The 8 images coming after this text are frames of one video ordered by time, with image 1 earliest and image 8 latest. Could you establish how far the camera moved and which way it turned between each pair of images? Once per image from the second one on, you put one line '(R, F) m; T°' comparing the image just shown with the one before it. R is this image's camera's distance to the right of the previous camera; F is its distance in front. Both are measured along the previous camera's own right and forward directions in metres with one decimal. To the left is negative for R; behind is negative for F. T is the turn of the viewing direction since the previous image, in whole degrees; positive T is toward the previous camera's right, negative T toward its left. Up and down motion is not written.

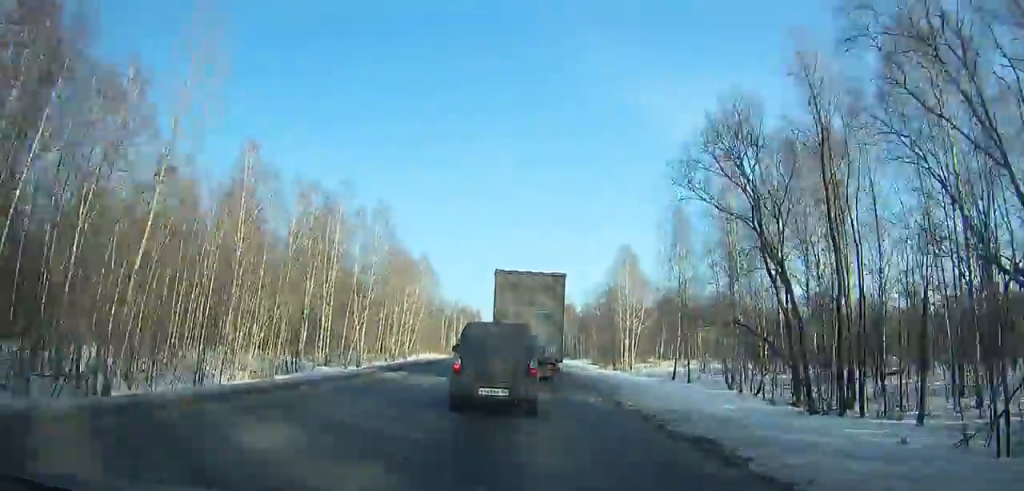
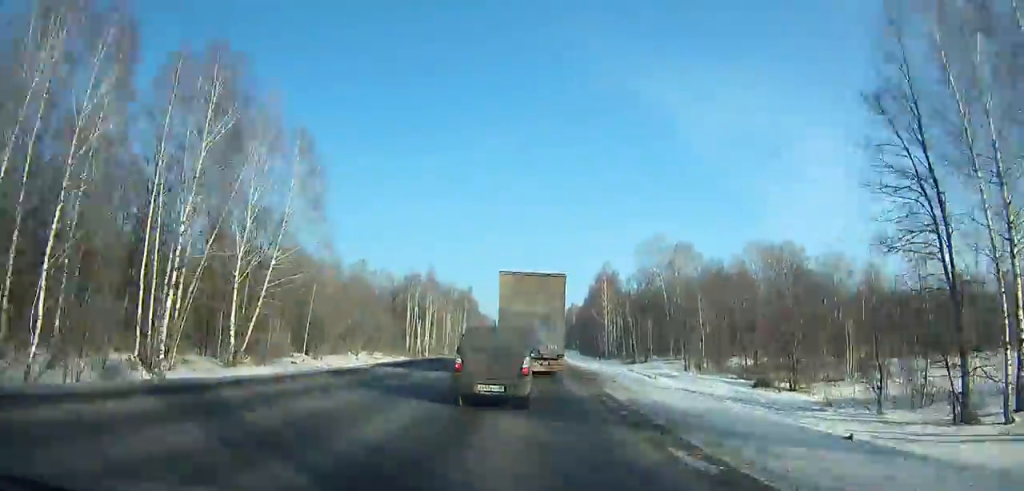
(-0.8, +78.9) m; -1°
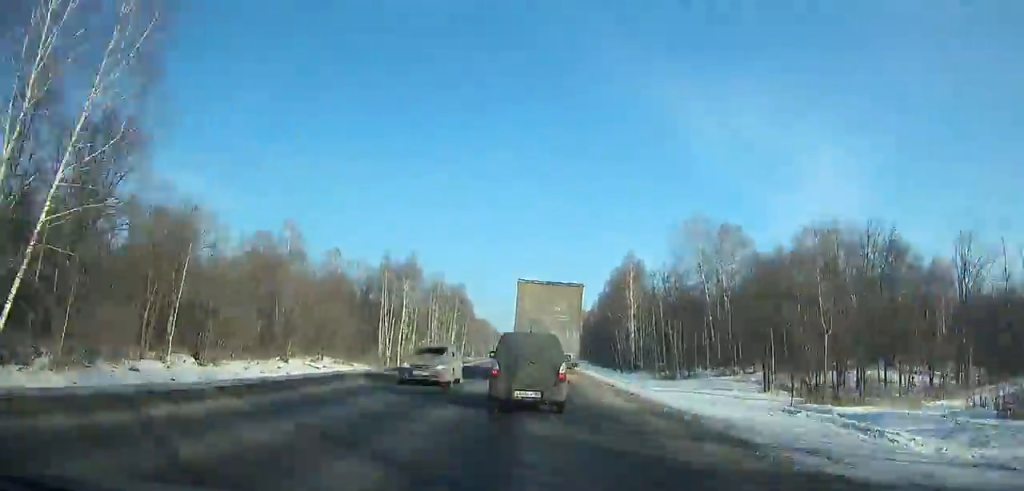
(-0.2, +26.3) m; 0°
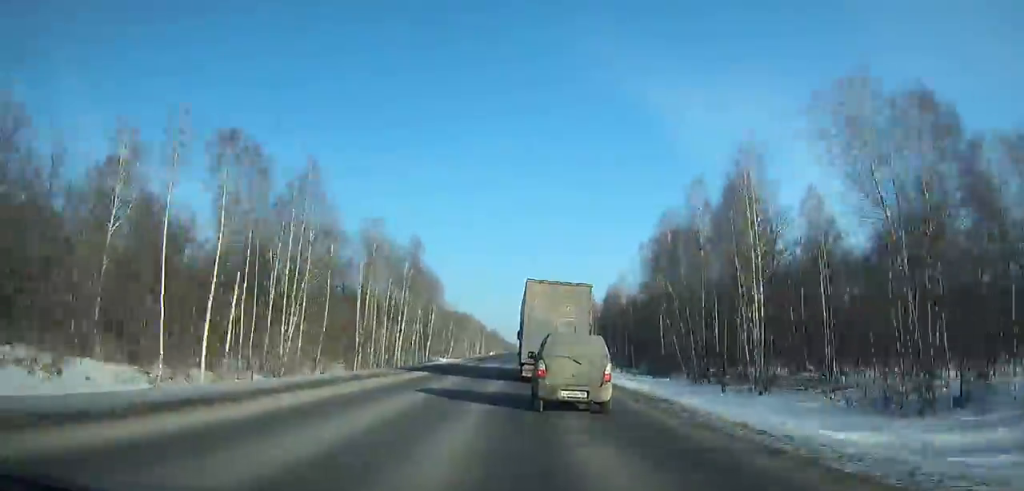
(-0.3, +53.0) m; 0°
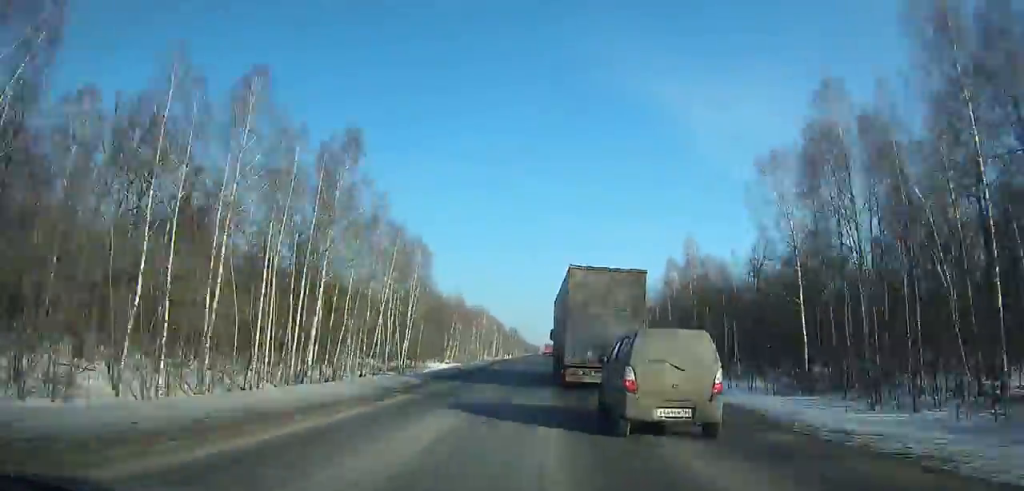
(-0.1, +41.8) m; 0°
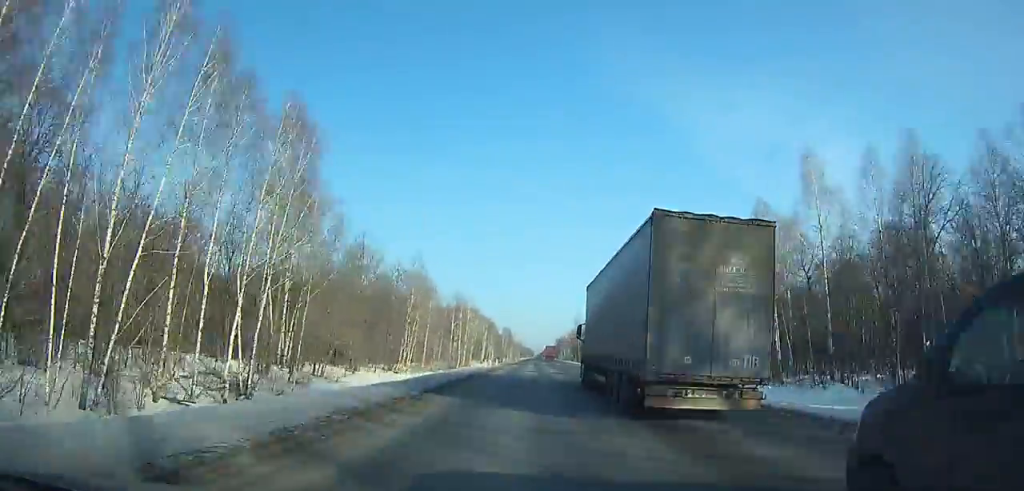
(+0.1, +43.7) m; 0°
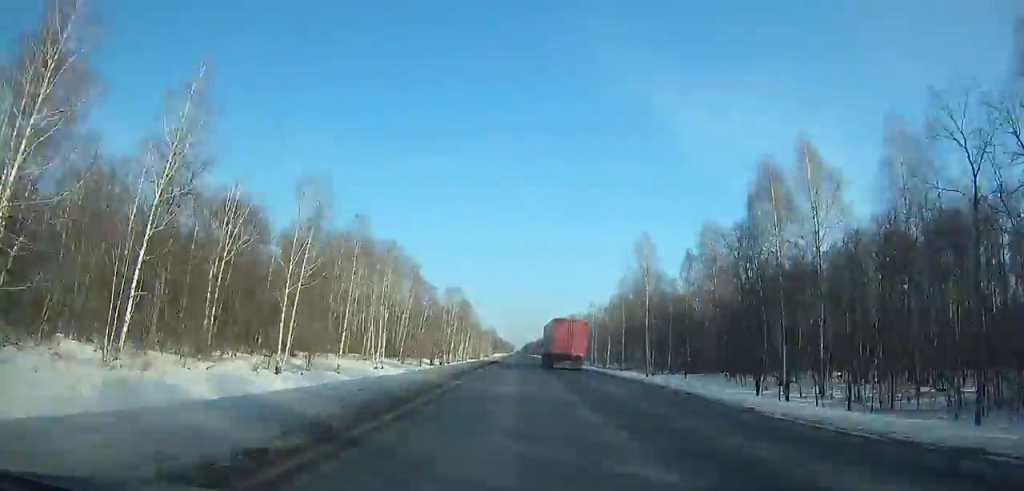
(+2.0, +155.4) m; +1°
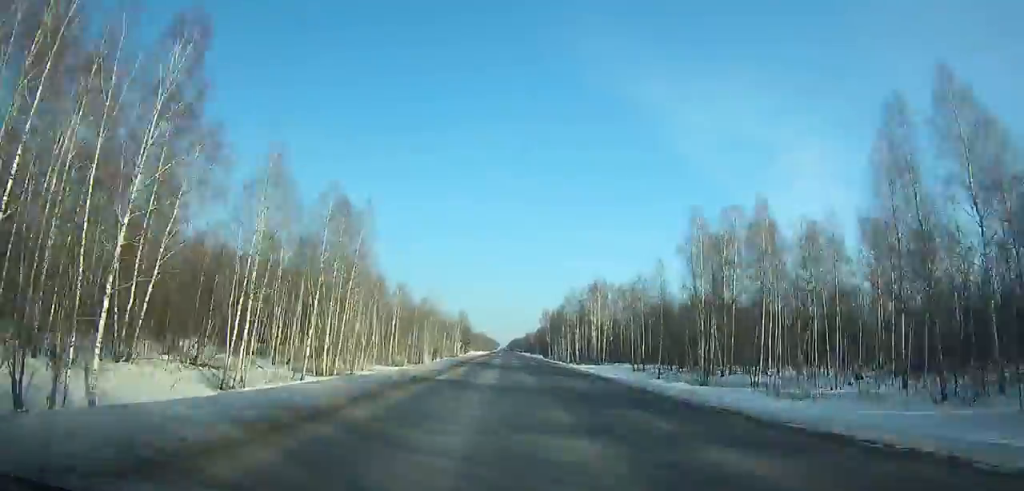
(+0.4, +108.3) m; +1°
